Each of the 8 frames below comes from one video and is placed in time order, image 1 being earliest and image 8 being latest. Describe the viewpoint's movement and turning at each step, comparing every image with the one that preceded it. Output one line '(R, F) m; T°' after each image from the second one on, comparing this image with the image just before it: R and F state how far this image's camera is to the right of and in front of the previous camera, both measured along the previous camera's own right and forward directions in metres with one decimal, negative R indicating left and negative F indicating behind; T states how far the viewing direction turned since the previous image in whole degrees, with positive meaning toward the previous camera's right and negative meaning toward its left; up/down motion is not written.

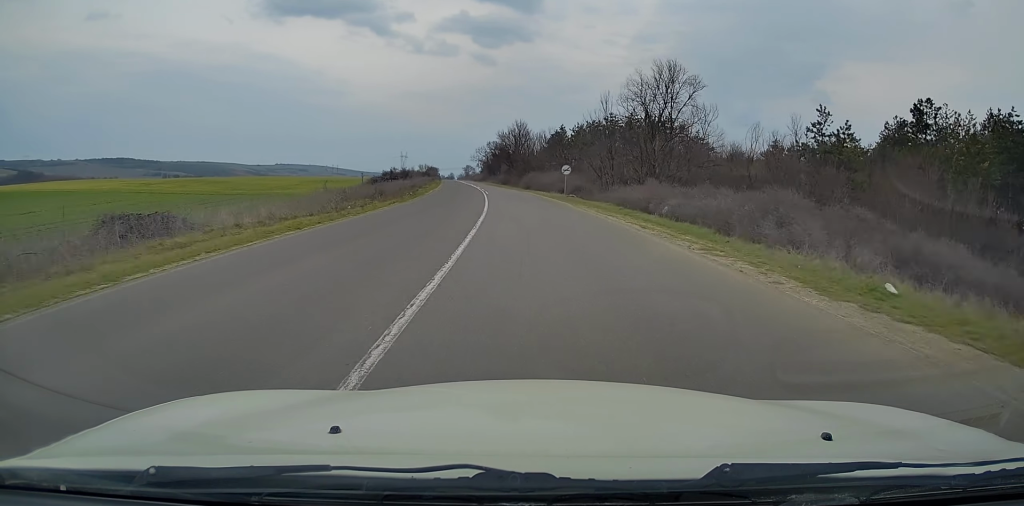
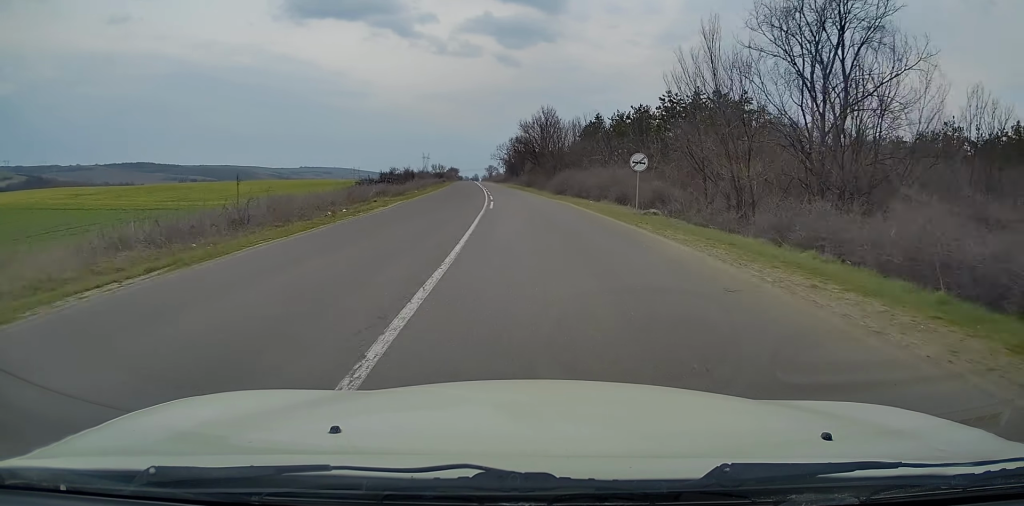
(-0.5, +22.4) m; -3°
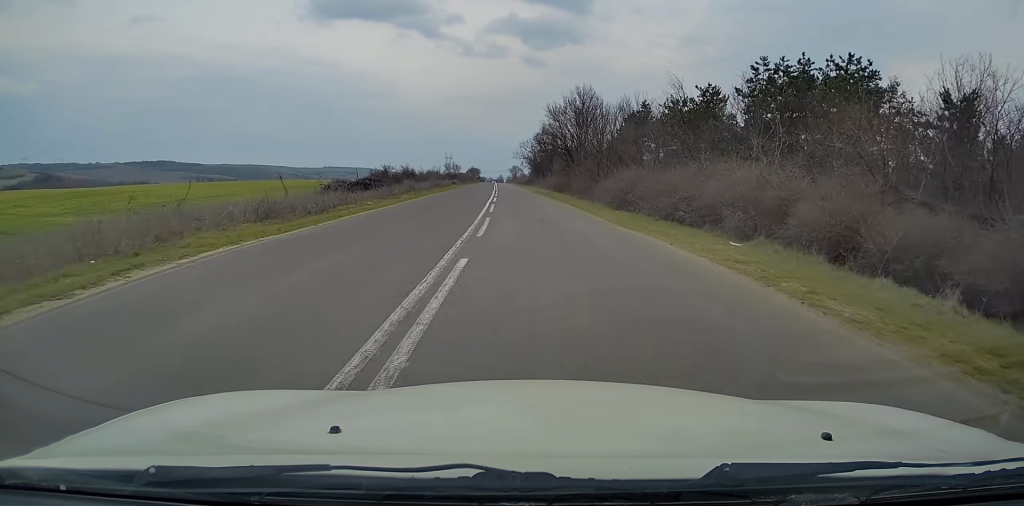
(-0.5, +21.3) m; -2°
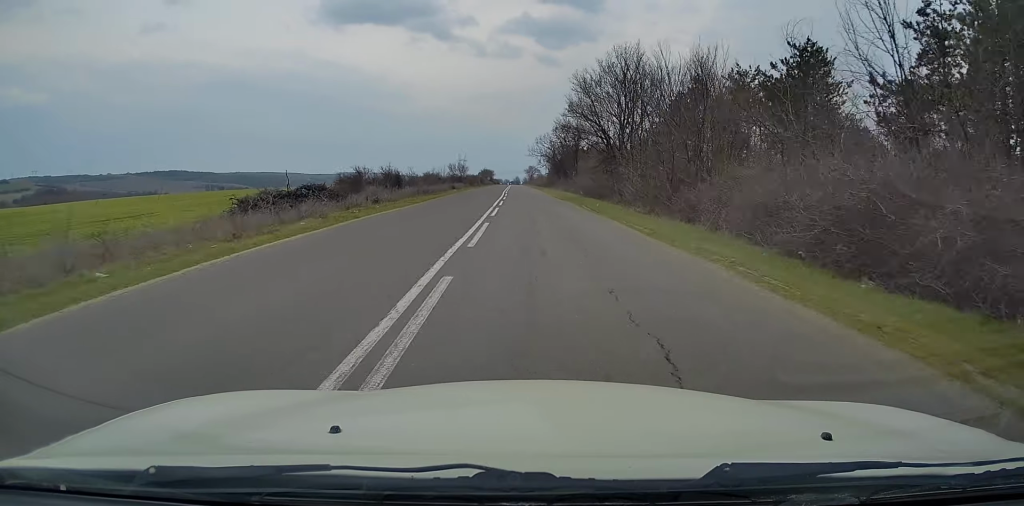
(-0.4, +20.3) m; -1°
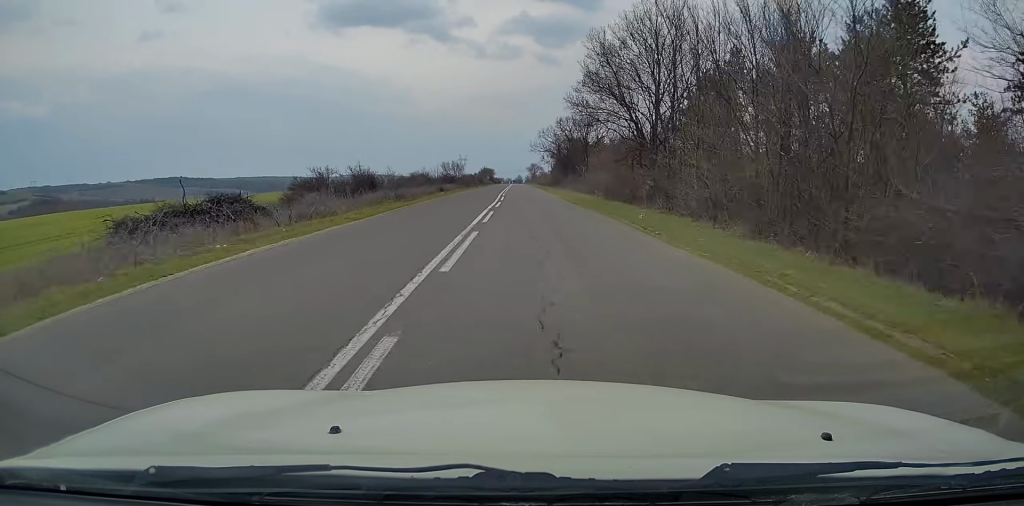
(0.0, +12.4) m; 0°
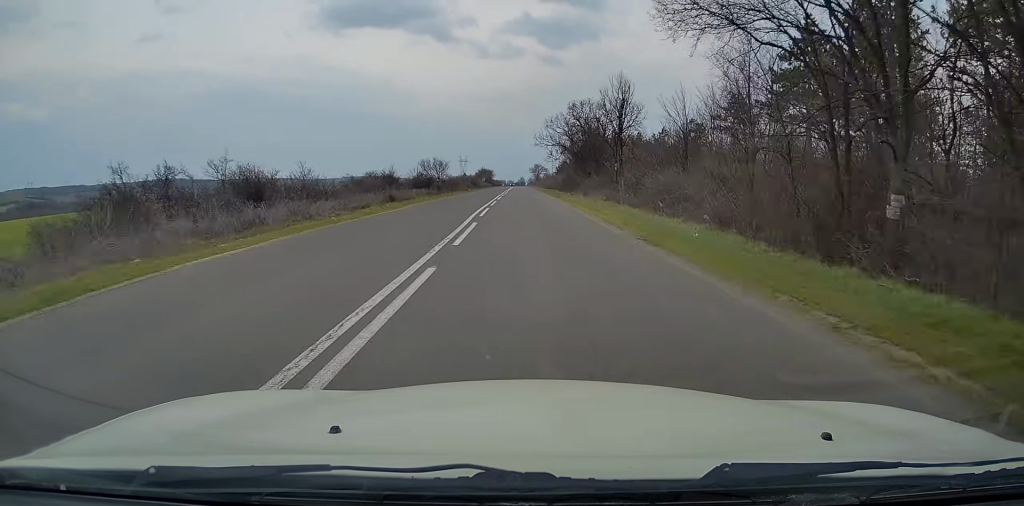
(-0.1, +24.4) m; 0°
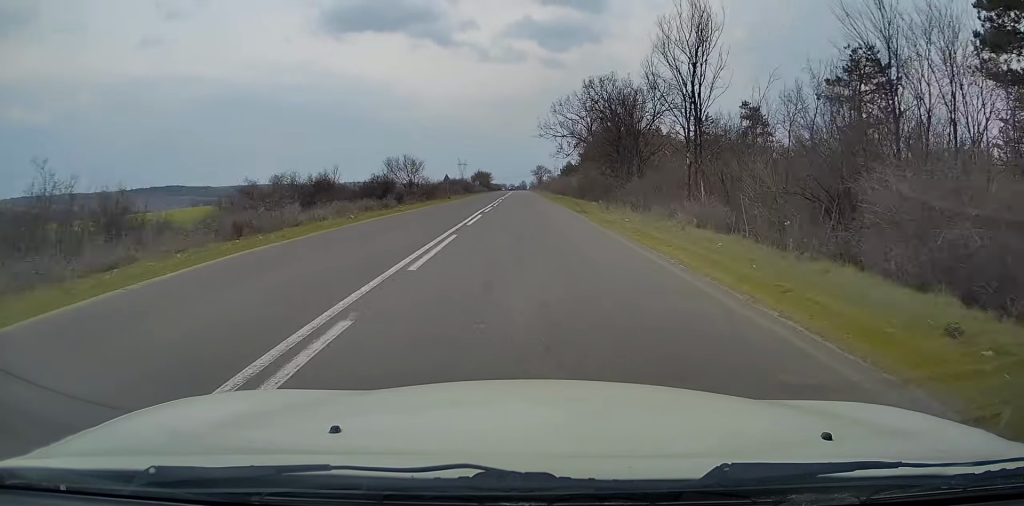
(-0.1, +21.3) m; 0°
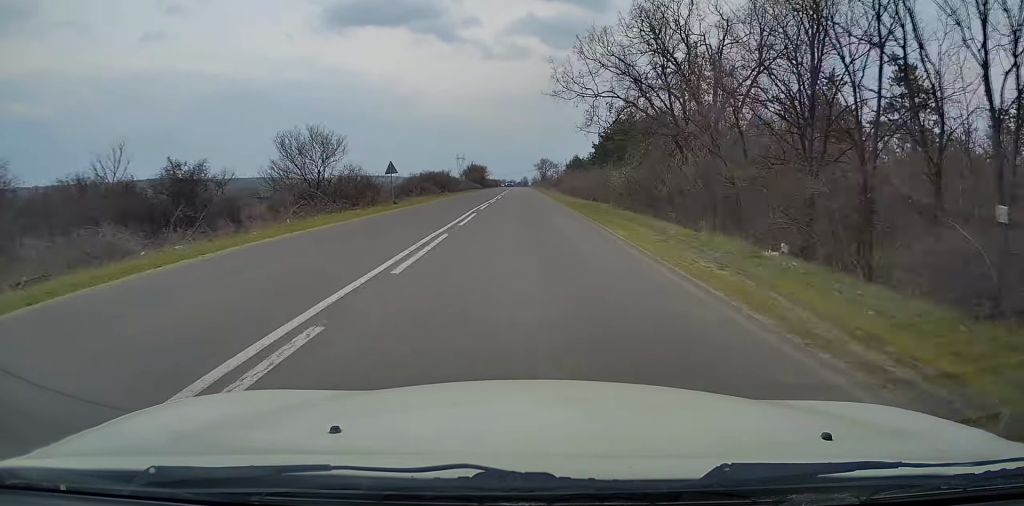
(0.0, +27.7) m; 0°
